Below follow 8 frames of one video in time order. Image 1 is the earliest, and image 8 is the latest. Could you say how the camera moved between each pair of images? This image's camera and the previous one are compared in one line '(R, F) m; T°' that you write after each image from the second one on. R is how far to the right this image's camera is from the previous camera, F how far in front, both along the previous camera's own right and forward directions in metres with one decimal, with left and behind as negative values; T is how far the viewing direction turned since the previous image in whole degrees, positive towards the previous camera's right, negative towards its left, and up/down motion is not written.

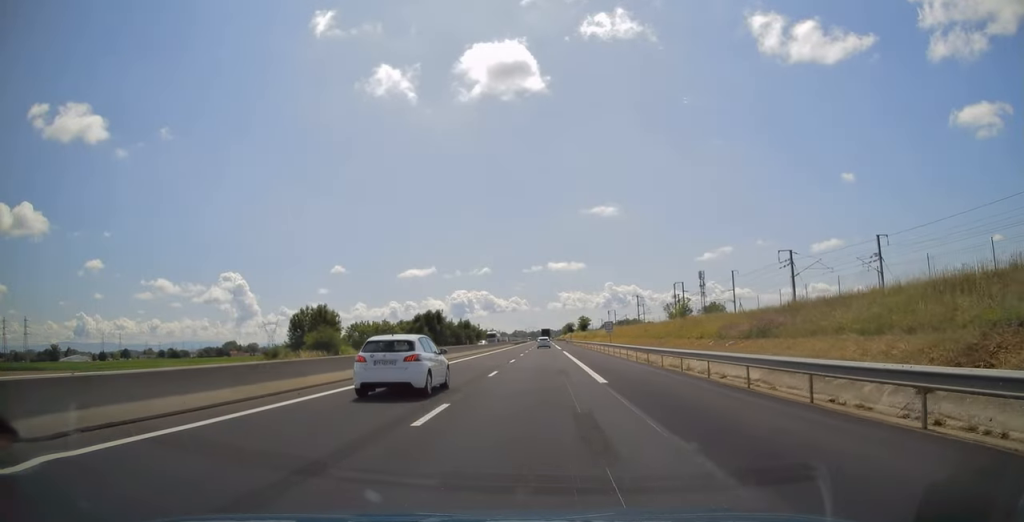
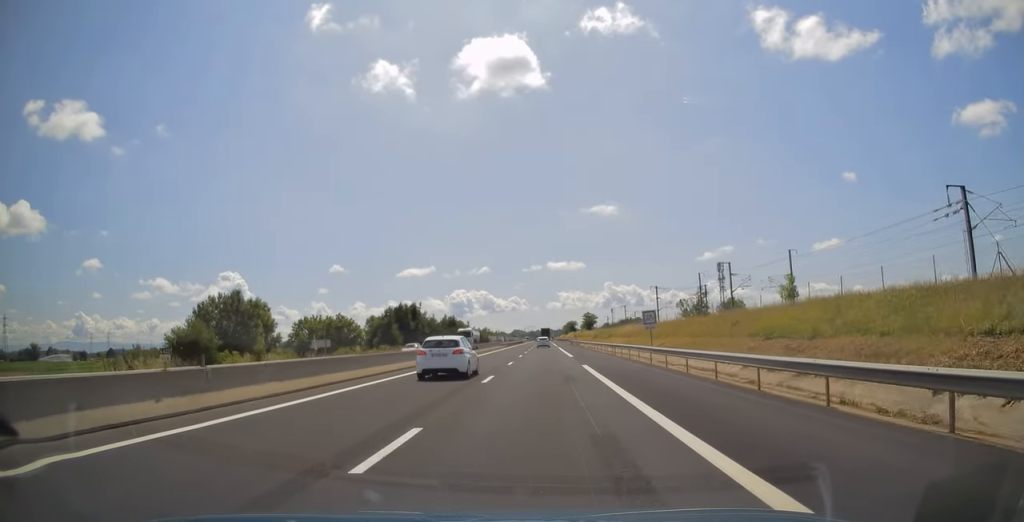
(+0.3, +28.5) m; 0°
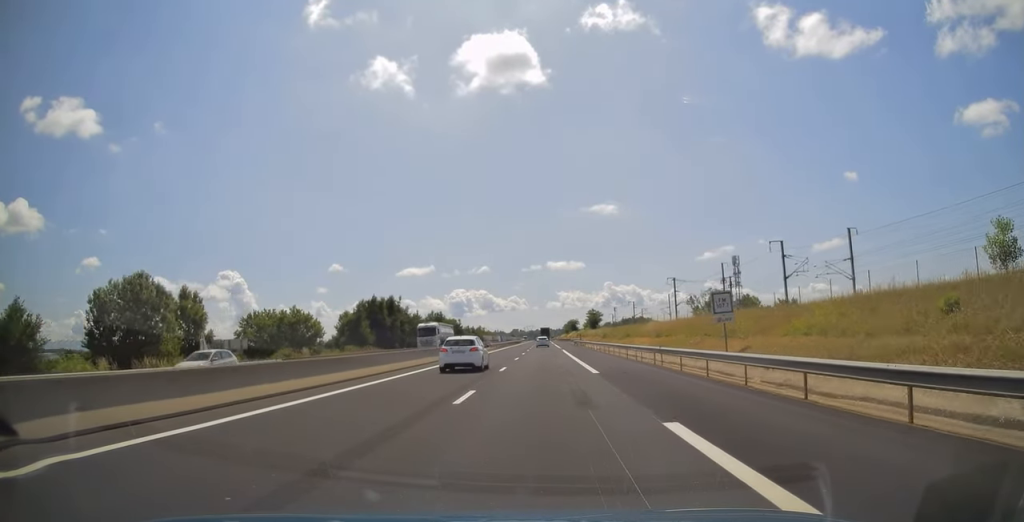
(-0.3, +18.9) m; 0°
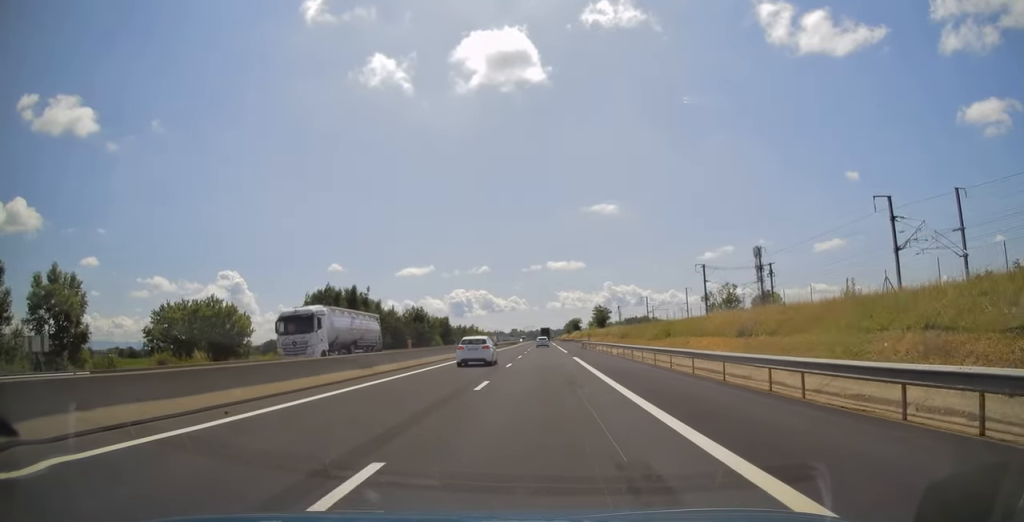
(-0.1, +21.8) m; 0°
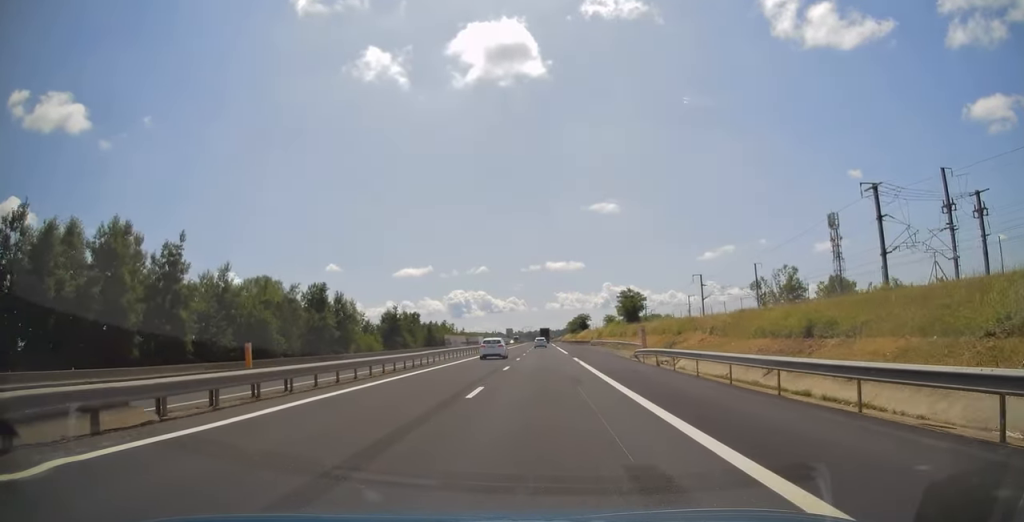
(+0.4, +52.4) m; 0°
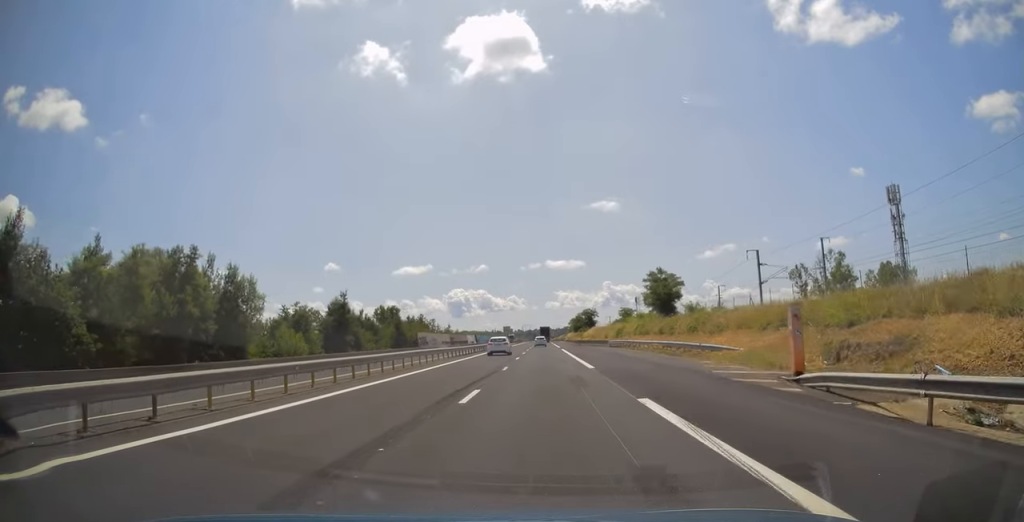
(-0.2, +26.2) m; 0°
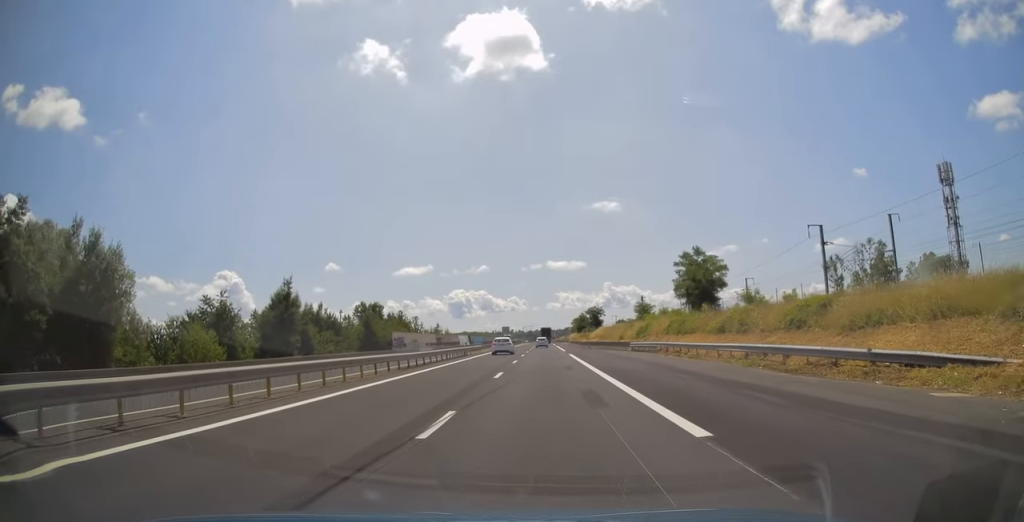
(+0.2, +17.0) m; 0°
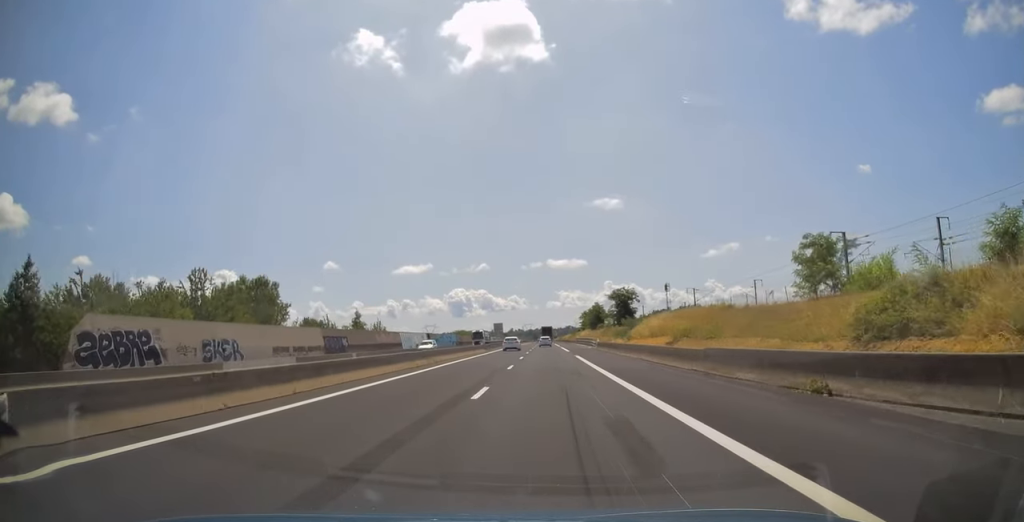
(0.0, +57.6) m; 0°
